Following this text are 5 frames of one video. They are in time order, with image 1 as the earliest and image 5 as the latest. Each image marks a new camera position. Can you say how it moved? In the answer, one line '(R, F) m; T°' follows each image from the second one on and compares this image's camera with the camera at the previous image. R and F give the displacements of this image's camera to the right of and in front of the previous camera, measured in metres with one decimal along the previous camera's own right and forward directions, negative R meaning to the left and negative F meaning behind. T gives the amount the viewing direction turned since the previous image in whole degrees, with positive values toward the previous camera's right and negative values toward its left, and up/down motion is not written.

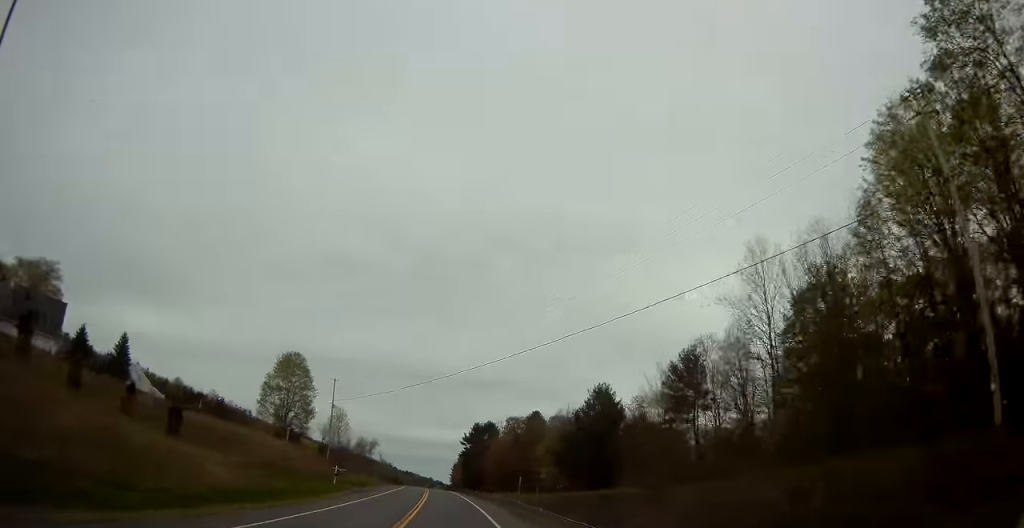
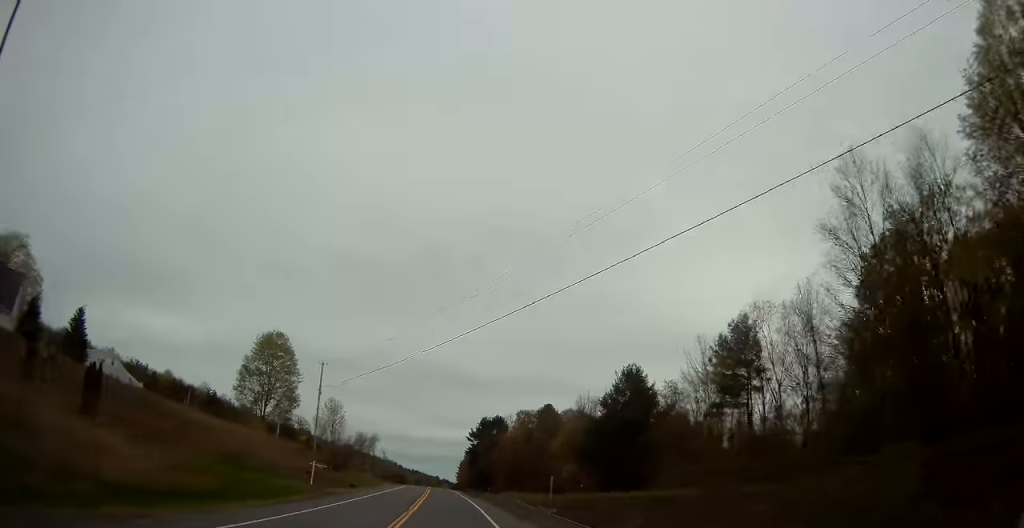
(-0.1, +10.8) m; 0°
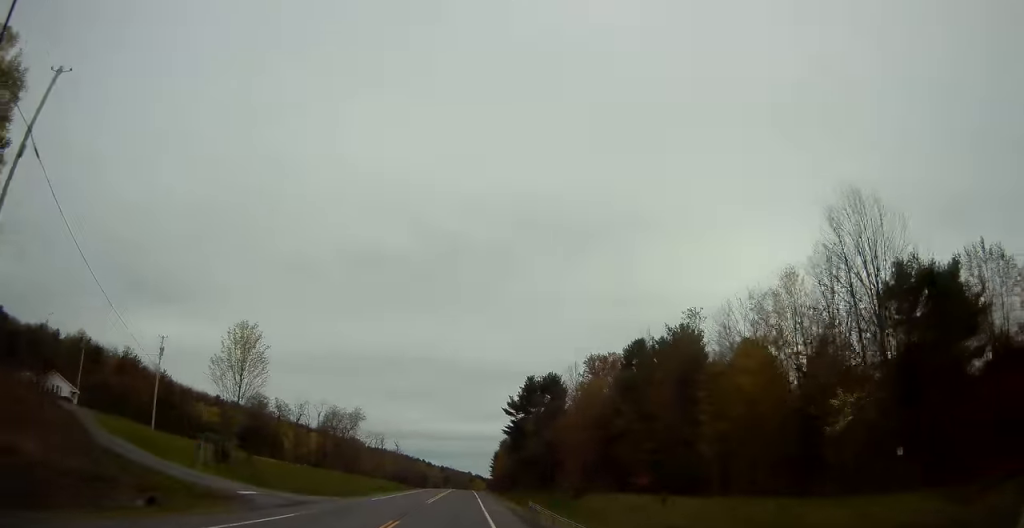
(-1.6, +56.5) m; -4°
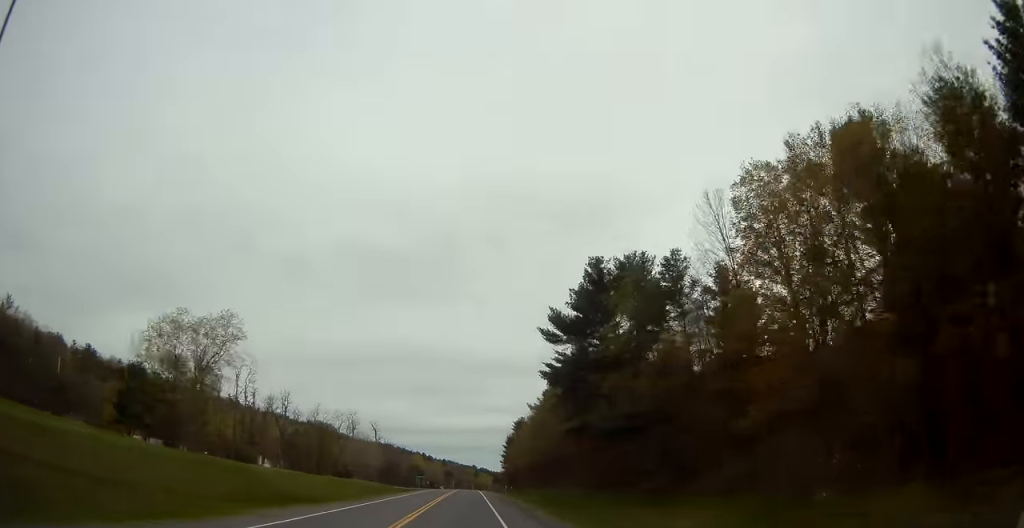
(-0.4, +53.9) m; 0°
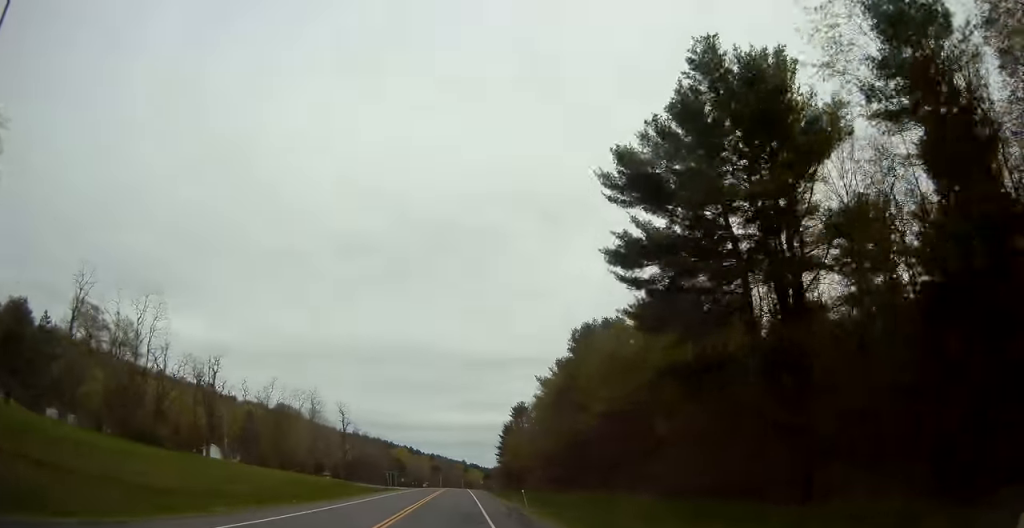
(0.0, +28.9) m; 0°
